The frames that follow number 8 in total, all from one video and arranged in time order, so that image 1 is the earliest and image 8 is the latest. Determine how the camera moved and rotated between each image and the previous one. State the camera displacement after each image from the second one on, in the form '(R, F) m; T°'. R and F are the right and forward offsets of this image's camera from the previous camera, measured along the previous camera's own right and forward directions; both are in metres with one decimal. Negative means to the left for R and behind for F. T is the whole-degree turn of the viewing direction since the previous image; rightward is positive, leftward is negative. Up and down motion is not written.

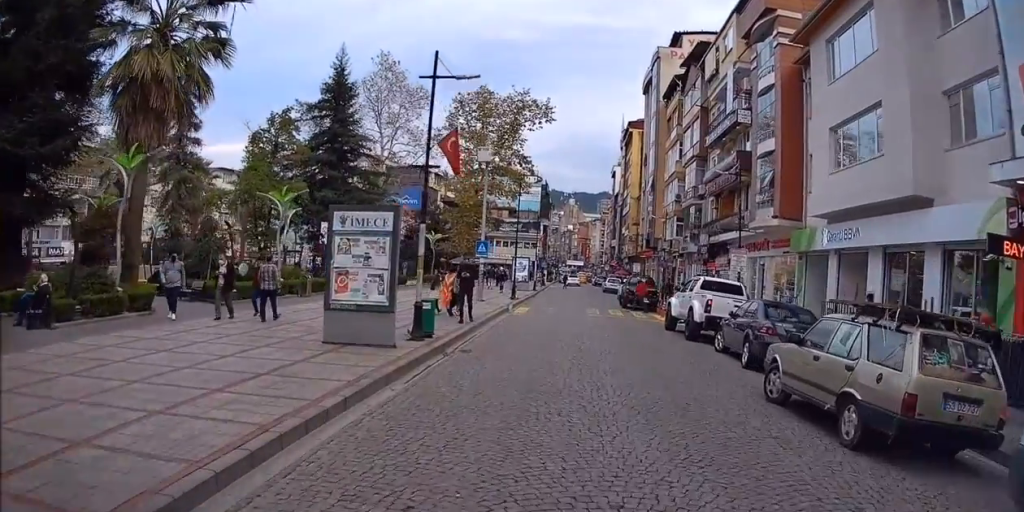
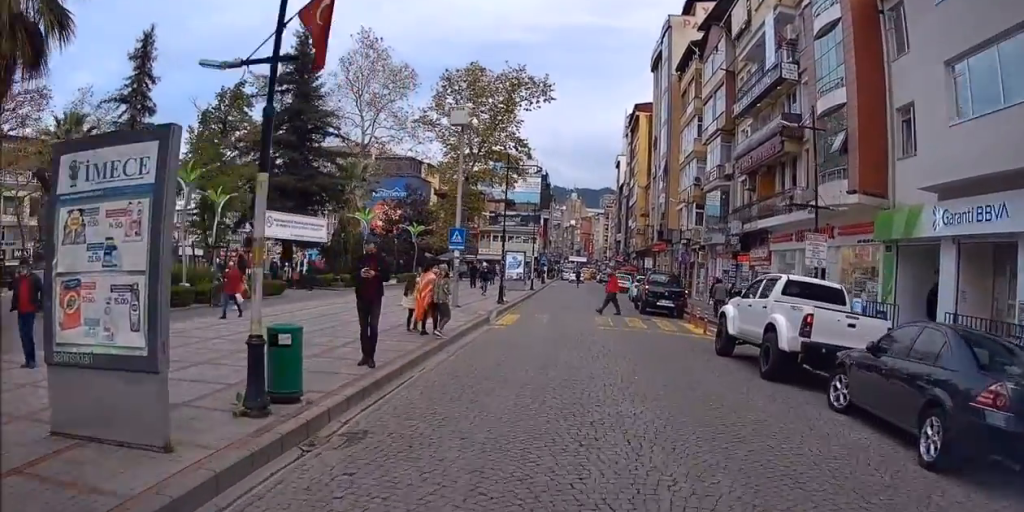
(+0.2, +7.8) m; 0°
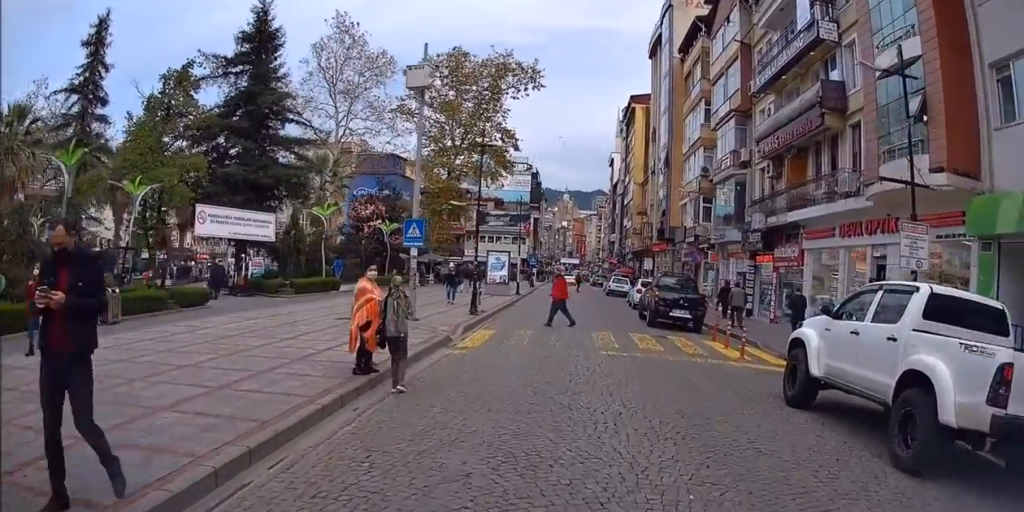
(-0.2, +5.3) m; -8°
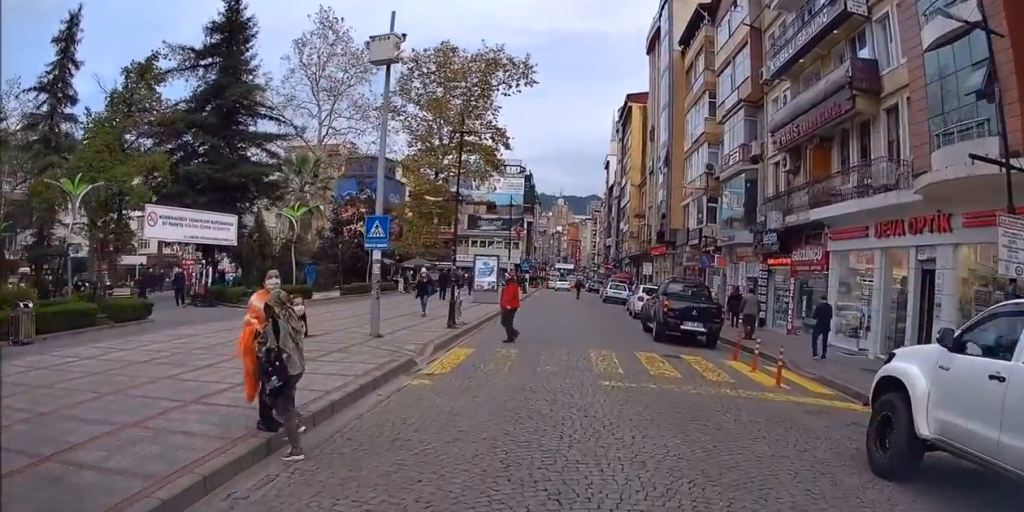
(-0.2, +3.0) m; -5°
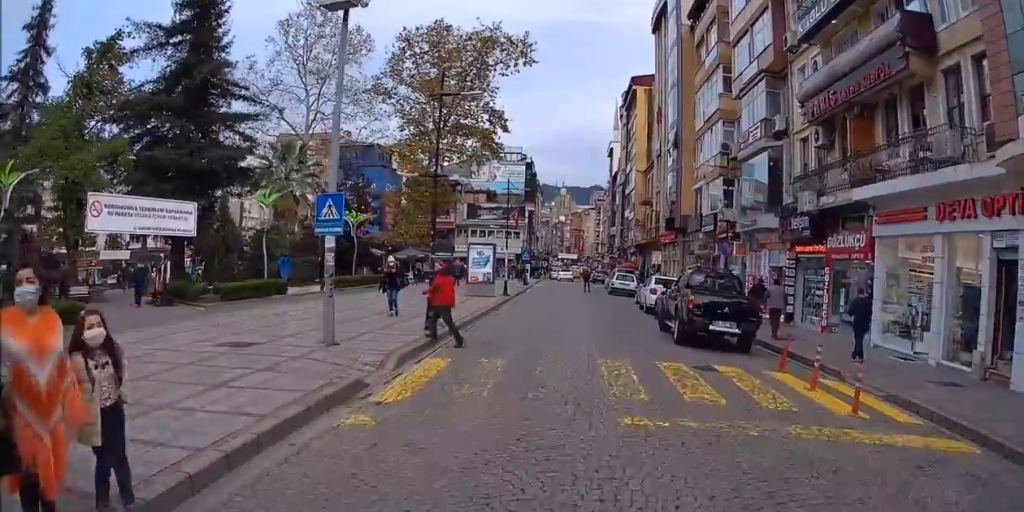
(-0.3, +3.2) m; -1°
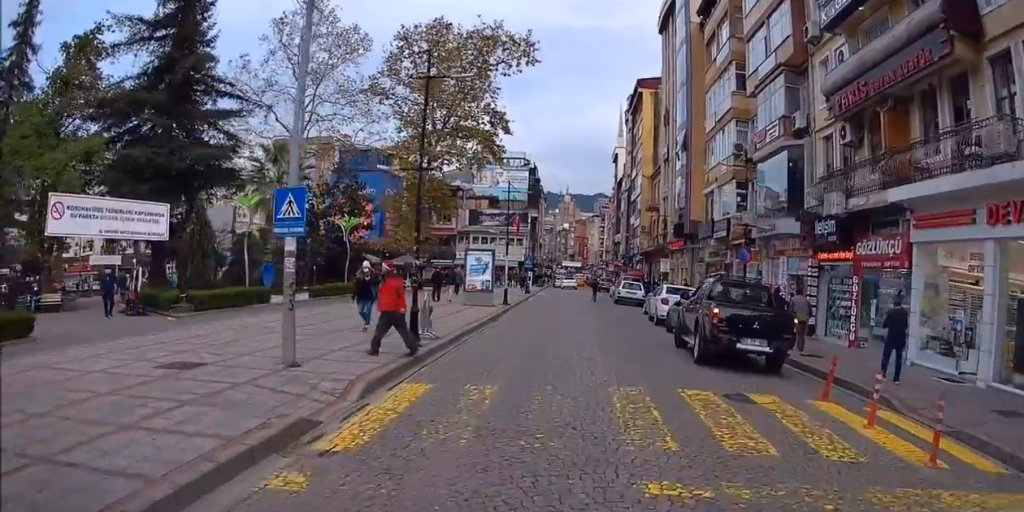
(+0.2, +2.0) m; 0°
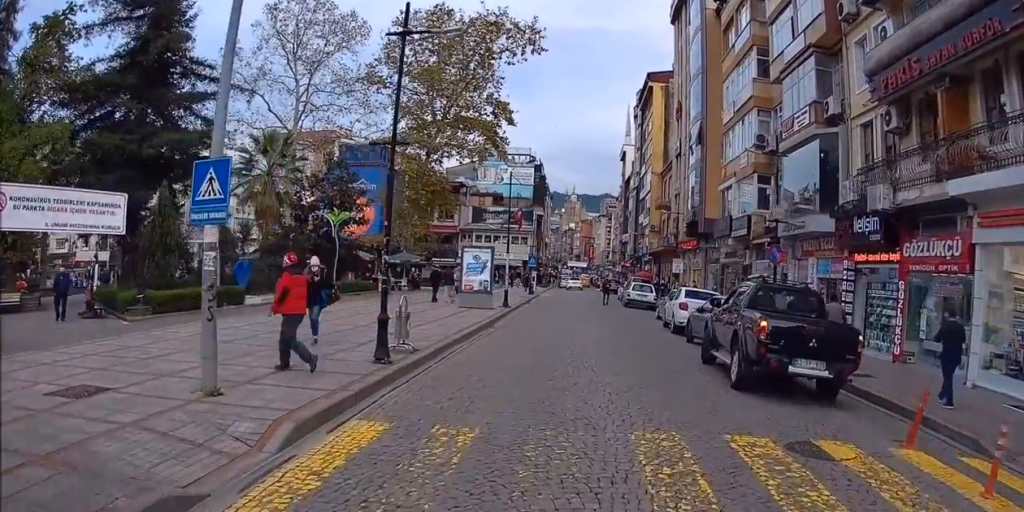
(+0.1, +2.7) m; 0°
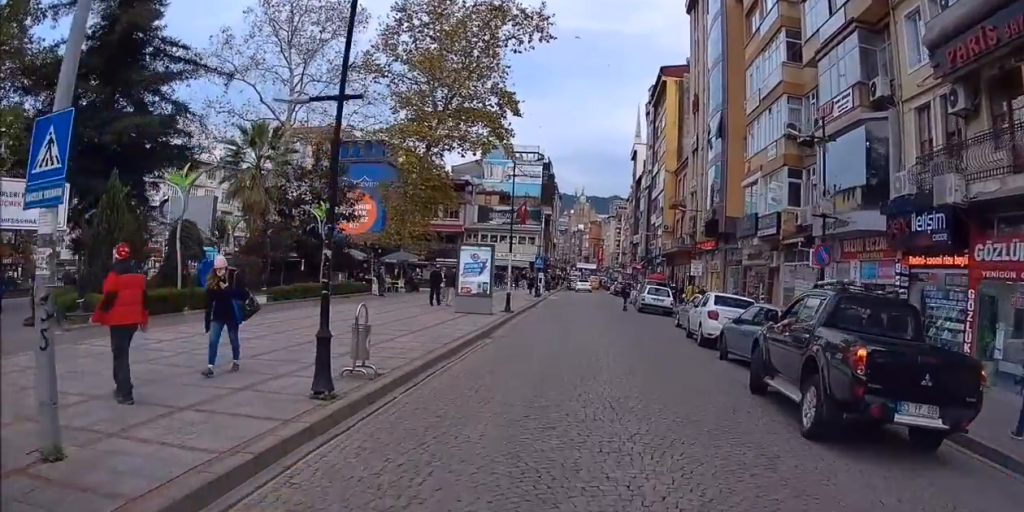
(-0.2, +3.2) m; 0°
